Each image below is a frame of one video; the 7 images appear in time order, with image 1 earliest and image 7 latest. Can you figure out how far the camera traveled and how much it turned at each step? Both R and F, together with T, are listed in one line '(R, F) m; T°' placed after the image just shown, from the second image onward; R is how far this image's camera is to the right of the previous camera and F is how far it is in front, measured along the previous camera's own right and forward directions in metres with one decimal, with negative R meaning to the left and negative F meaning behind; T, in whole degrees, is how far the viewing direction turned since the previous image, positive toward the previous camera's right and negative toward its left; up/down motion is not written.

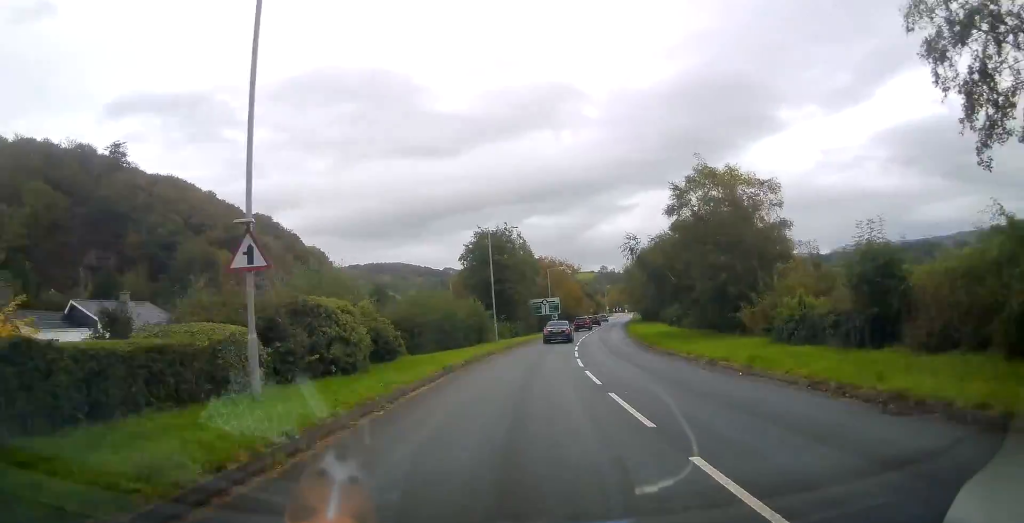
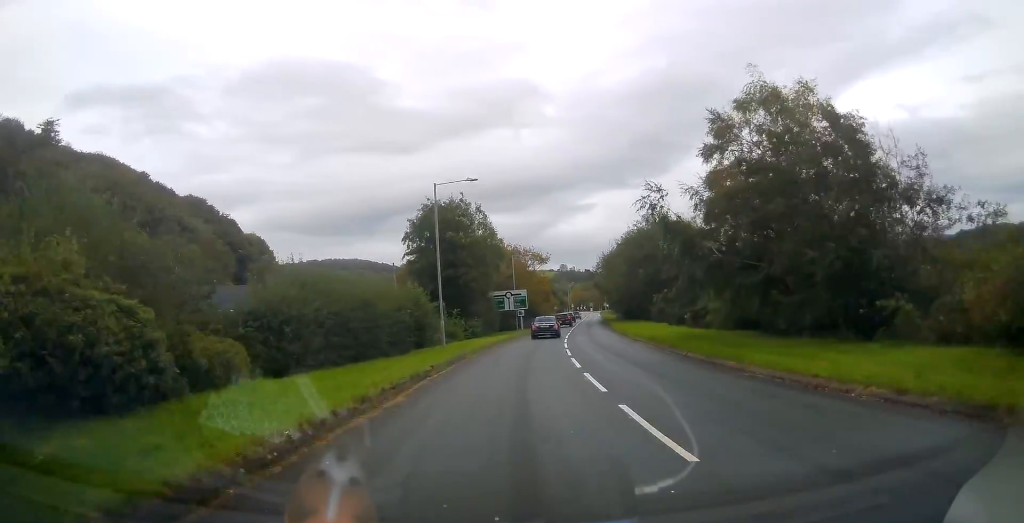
(+0.6, +14.2) m; +4°
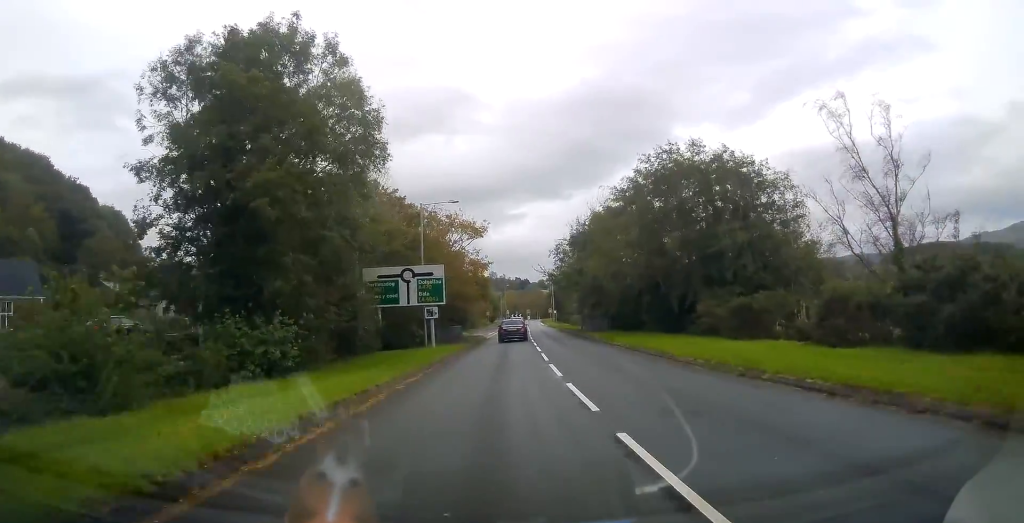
(+1.4, +31.9) m; +7°
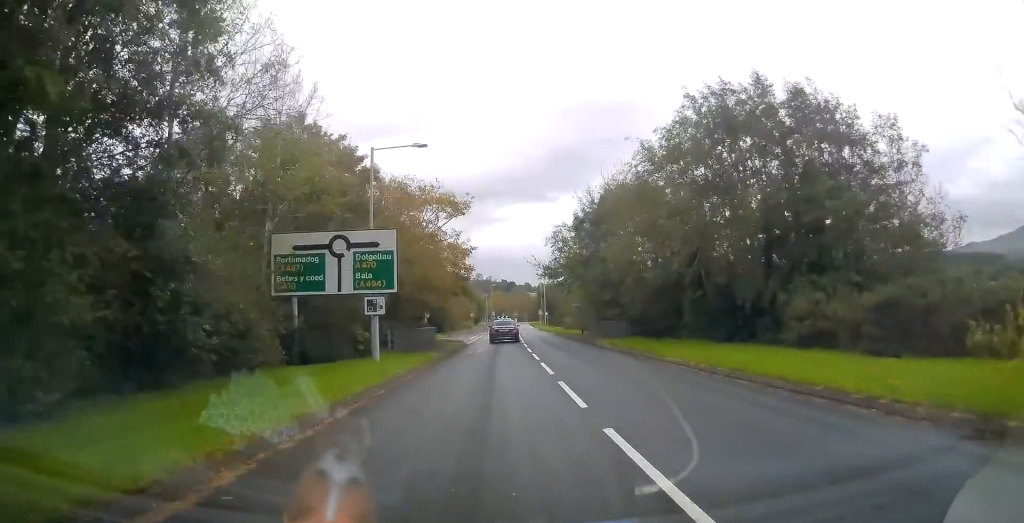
(+0.7, +11.4) m; +2°
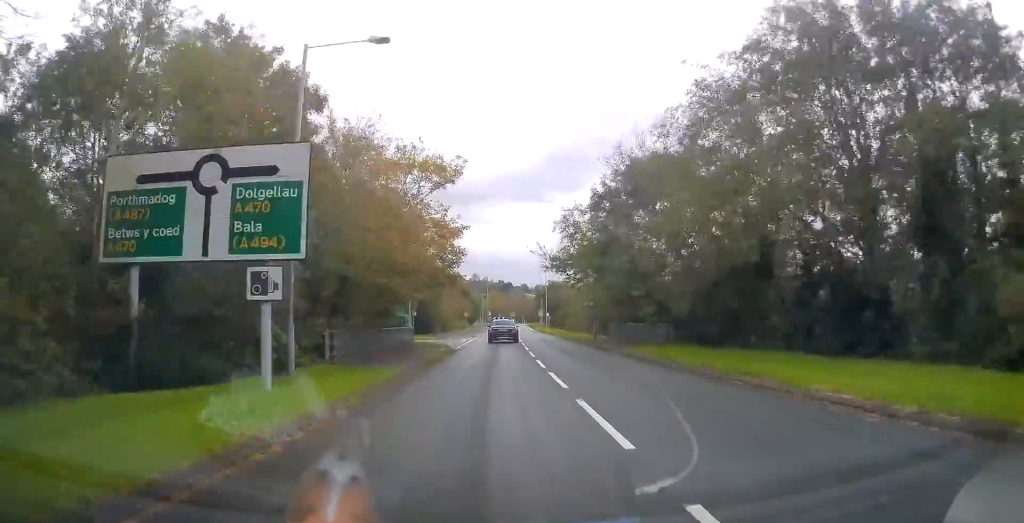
(-0.3, +9.3) m; 0°
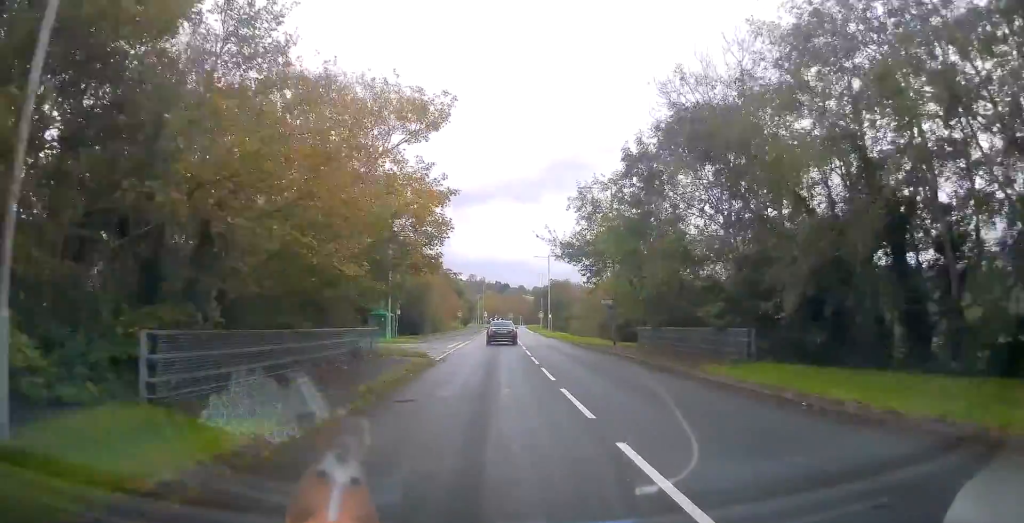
(+0.1, +9.3) m; 0°
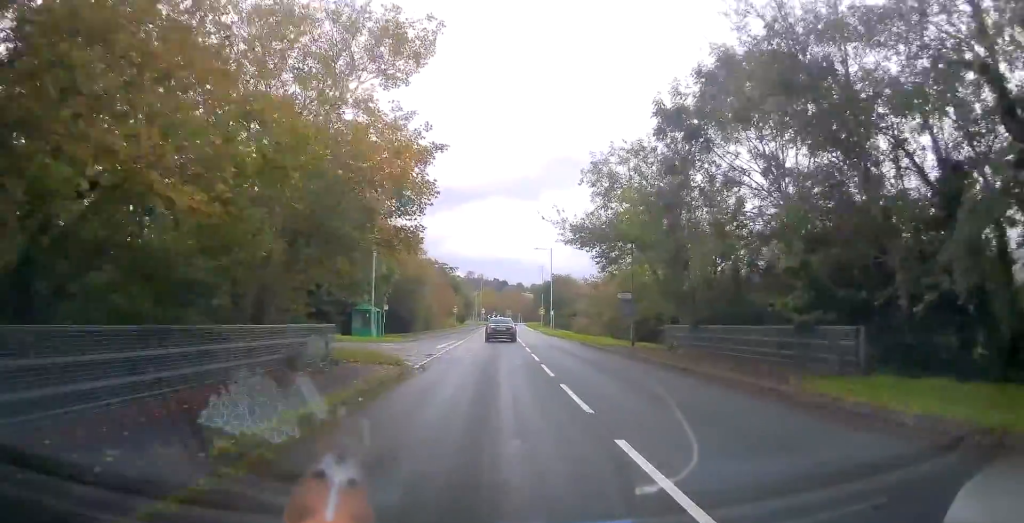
(+0.2, +5.9) m; 0°
